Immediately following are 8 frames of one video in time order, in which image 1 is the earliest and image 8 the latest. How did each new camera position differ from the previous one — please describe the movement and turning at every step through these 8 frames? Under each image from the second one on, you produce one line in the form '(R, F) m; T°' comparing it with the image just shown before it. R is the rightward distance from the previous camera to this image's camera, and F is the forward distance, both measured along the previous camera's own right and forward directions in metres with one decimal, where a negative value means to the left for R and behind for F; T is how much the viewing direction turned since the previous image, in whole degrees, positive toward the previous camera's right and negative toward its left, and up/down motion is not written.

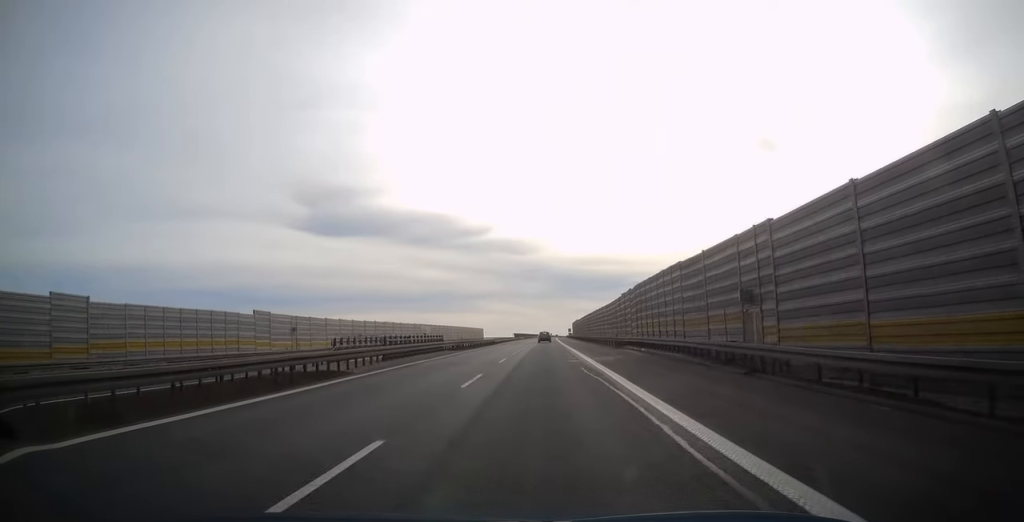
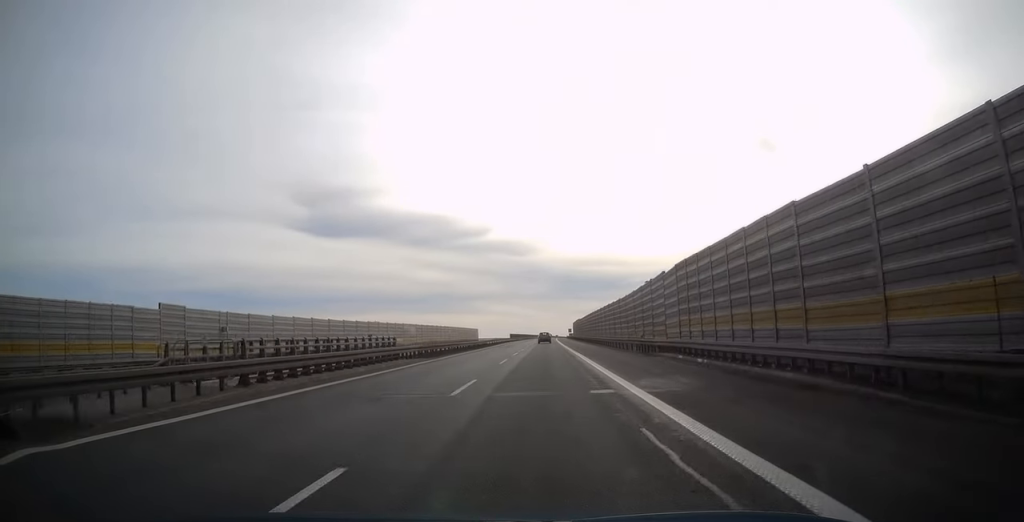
(0.0, +13.3) m; 0°
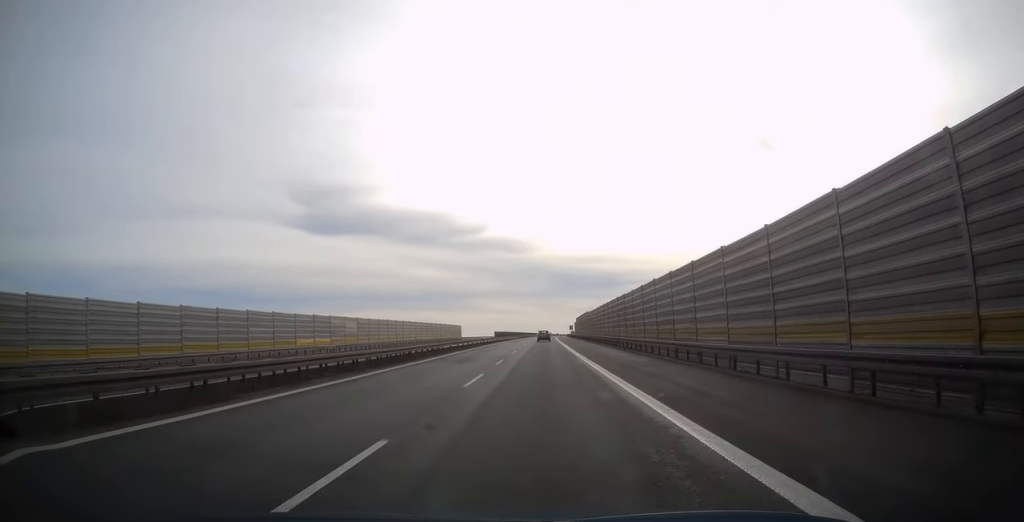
(0.0, +34.2) m; 0°
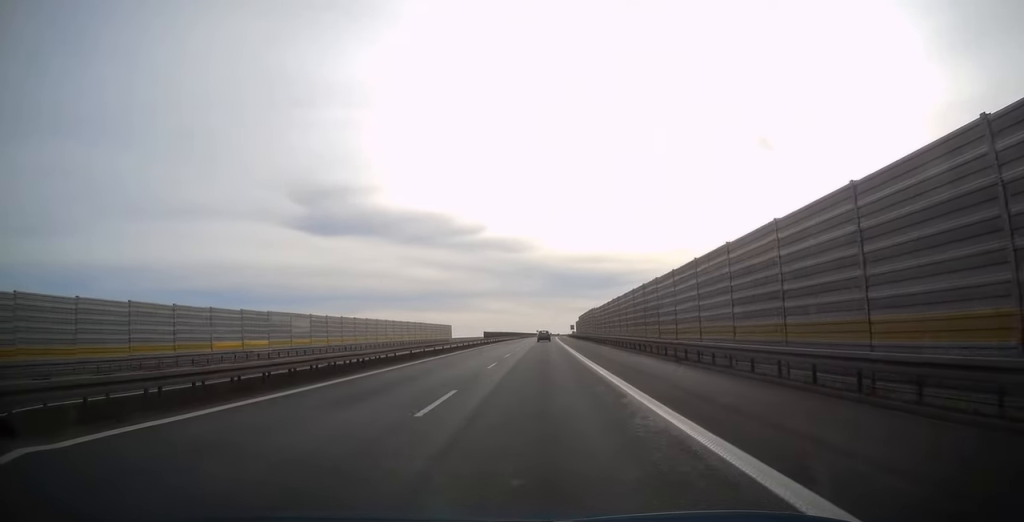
(-0.1, +15.8) m; 0°
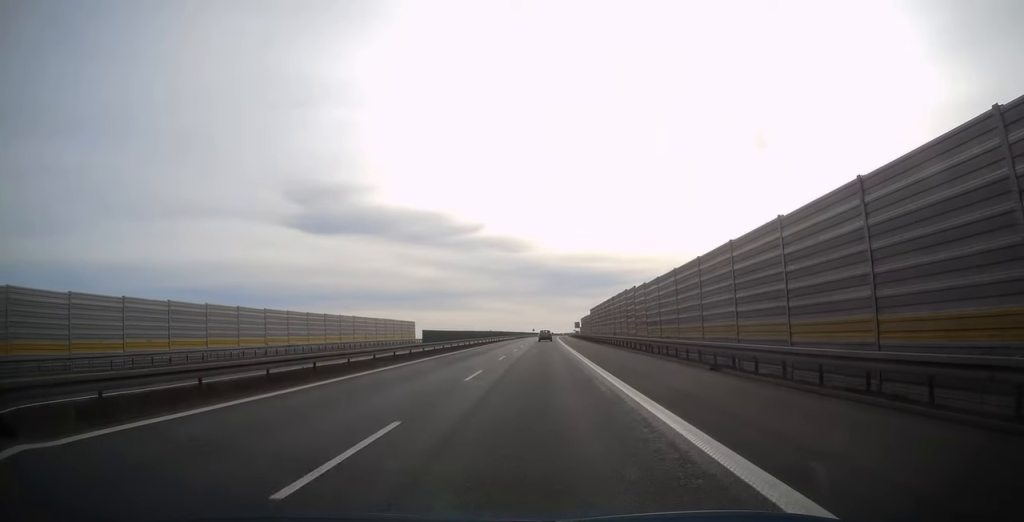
(+0.3, +40.3) m; +1°
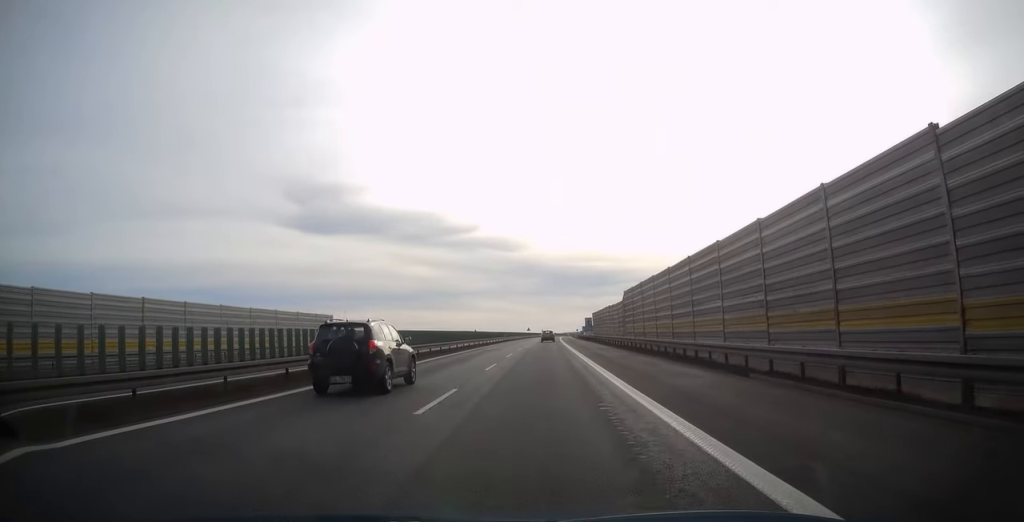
(0.0, +43.0) m; 0°
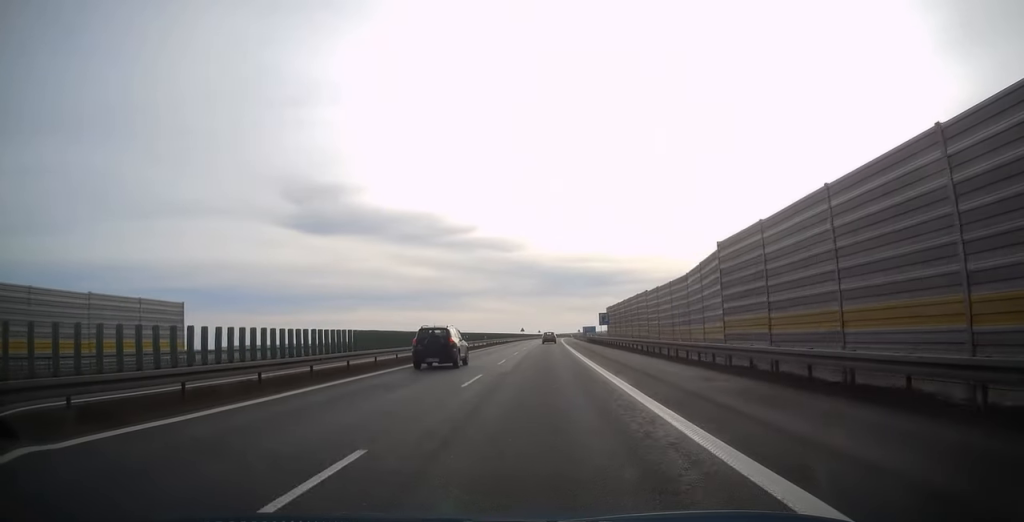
(+0.1, +30.2) m; 0°
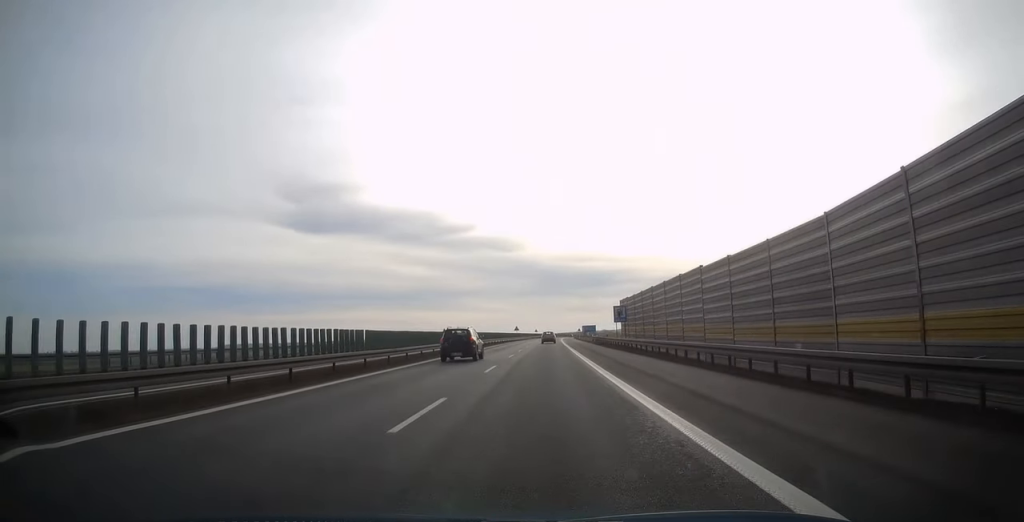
(0.0, +17.9) m; 0°
